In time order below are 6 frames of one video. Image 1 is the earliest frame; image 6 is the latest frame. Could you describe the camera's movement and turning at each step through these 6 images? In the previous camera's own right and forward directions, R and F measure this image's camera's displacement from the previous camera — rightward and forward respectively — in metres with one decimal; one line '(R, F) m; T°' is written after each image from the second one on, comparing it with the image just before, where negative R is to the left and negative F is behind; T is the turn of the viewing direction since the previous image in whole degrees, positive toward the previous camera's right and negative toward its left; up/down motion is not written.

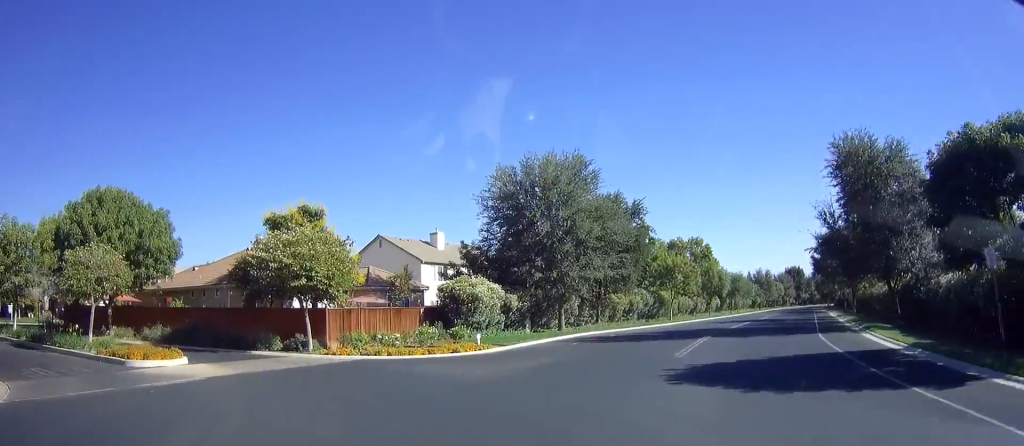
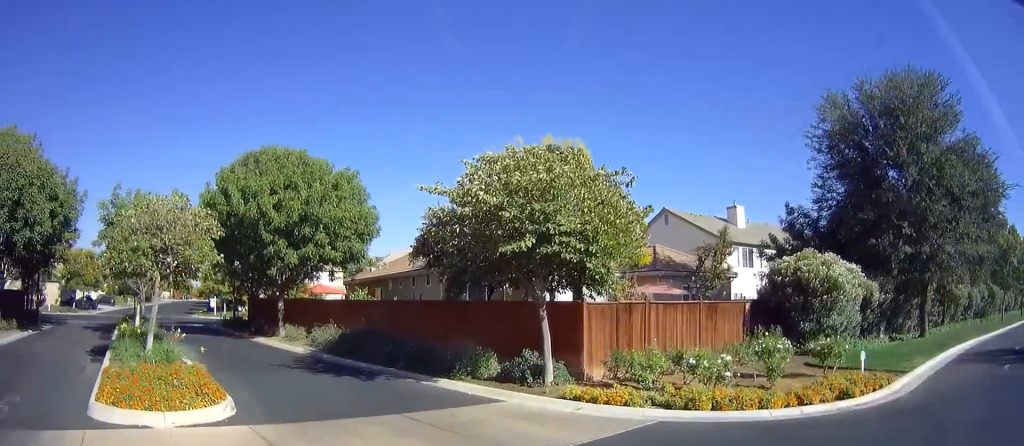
(-2.2, +11.4) m; -30°
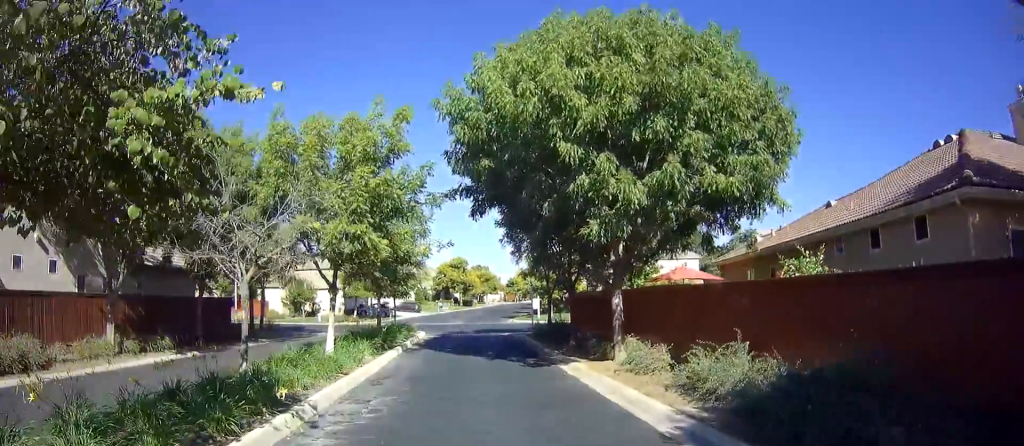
(-3.0, +12.1) m; -24°
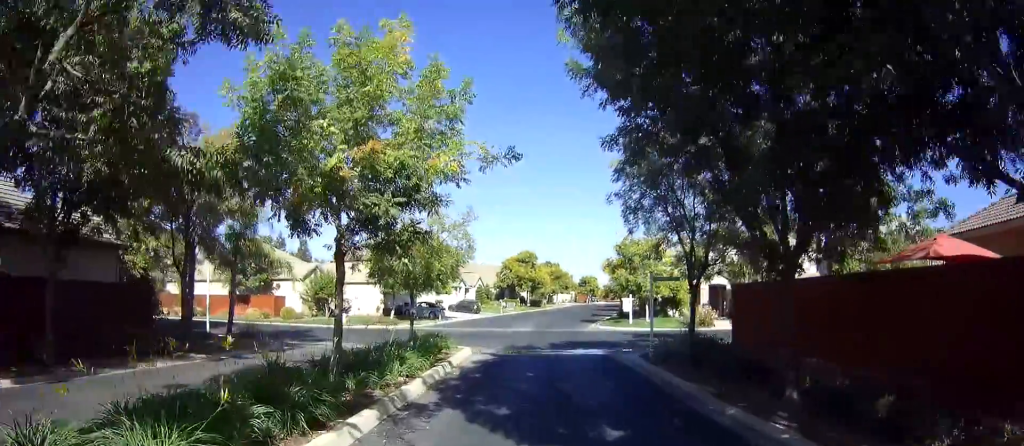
(-2.1, +10.1) m; -19°
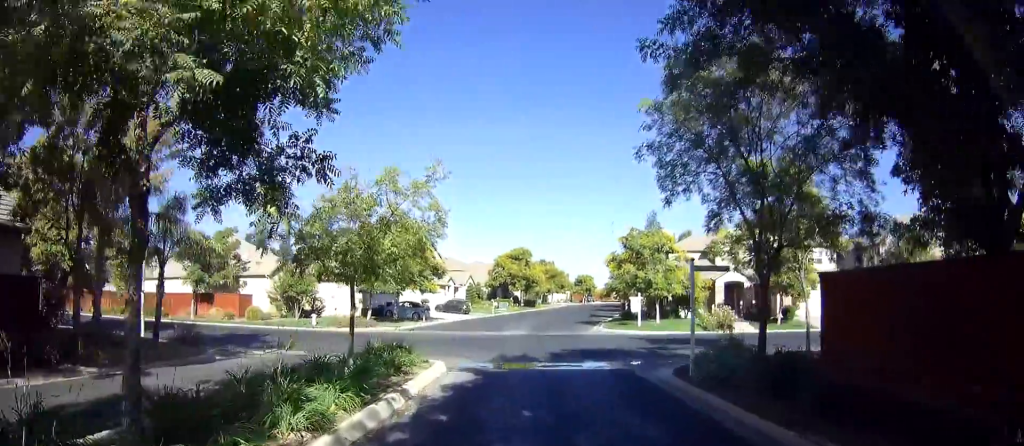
(-0.3, +4.2) m; -2°
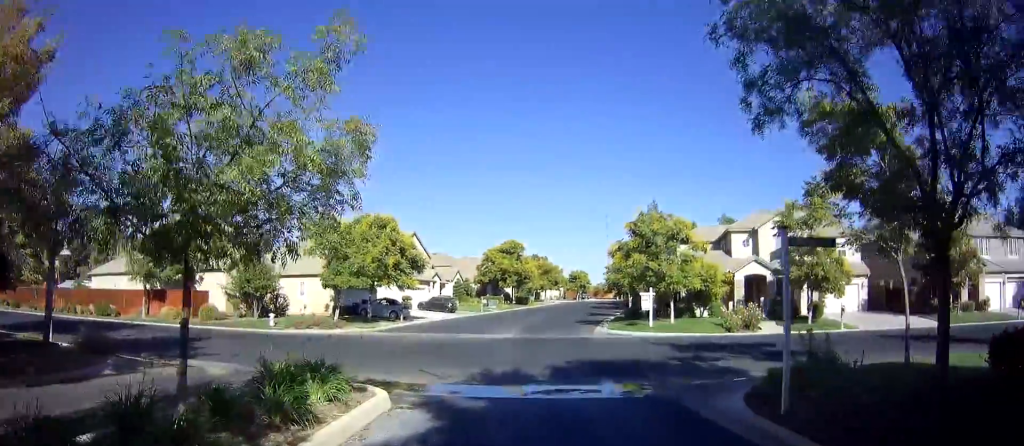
(0.0, +4.7) m; +2°
